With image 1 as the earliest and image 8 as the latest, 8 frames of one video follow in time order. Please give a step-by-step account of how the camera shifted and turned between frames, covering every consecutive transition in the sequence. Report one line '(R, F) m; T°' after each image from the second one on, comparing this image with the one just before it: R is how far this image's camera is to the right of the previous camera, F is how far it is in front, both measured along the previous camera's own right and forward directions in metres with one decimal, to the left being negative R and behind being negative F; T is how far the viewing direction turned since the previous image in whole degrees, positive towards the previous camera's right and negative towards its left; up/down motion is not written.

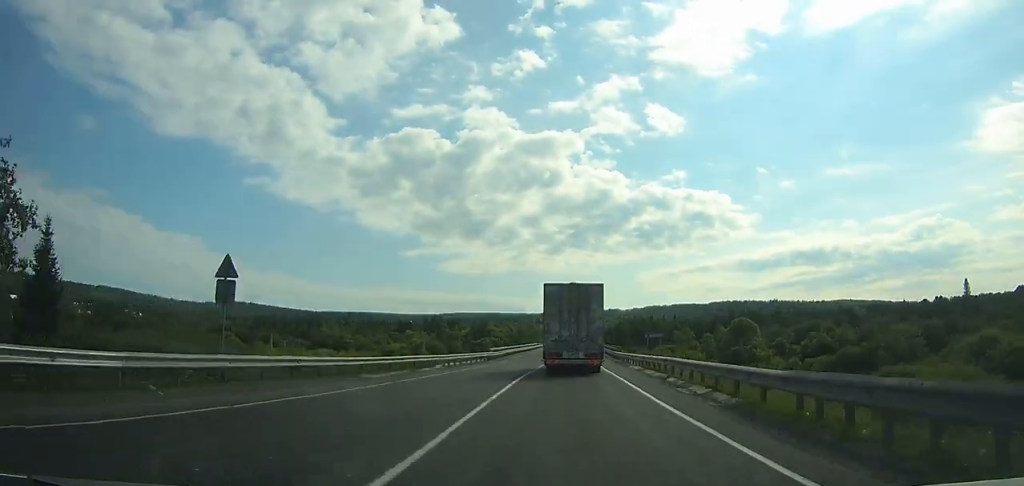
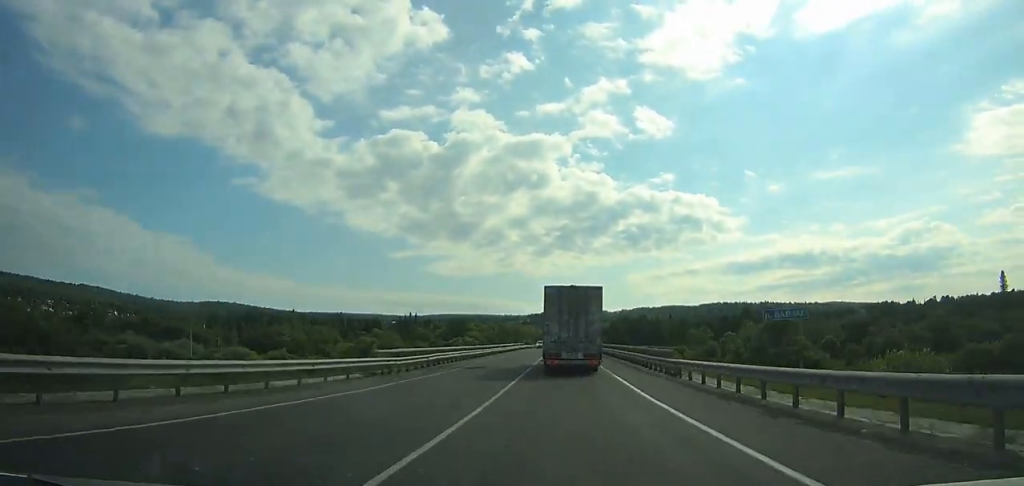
(+0.6, +34.6) m; +1°
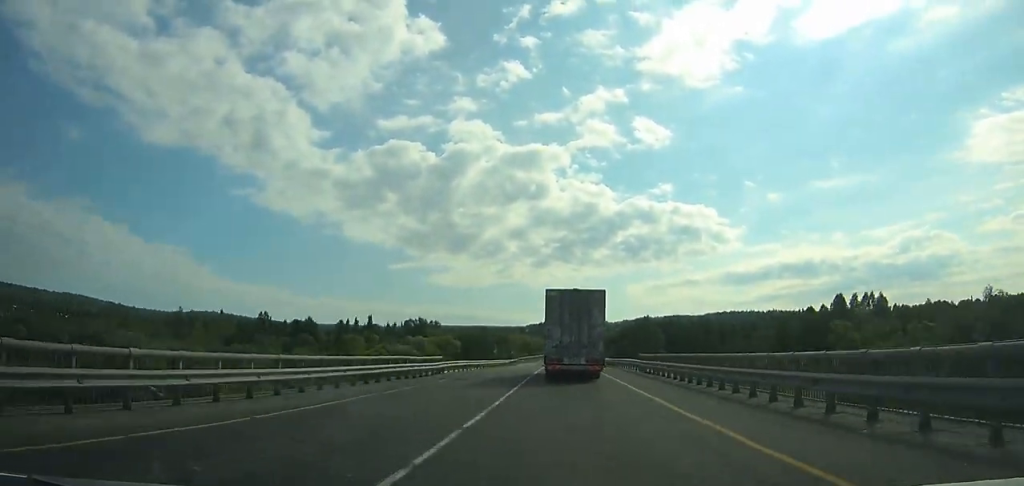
(+1.0, +78.8) m; +1°
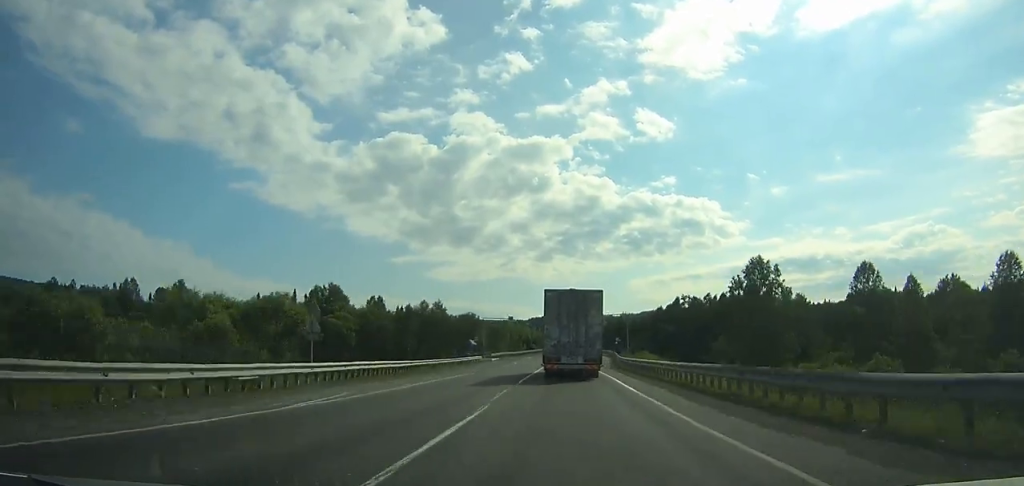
(0.0, +78.4) m; 0°
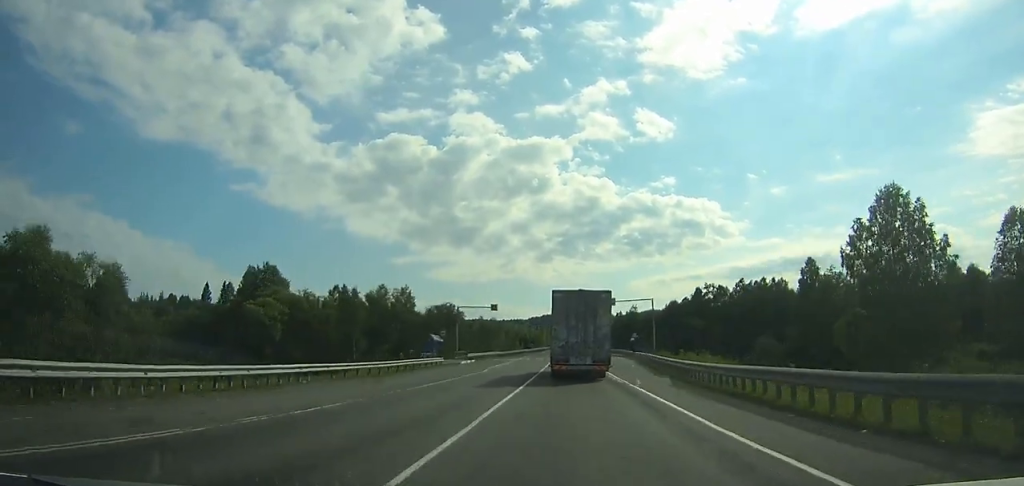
(0.0, +26.4) m; 0°
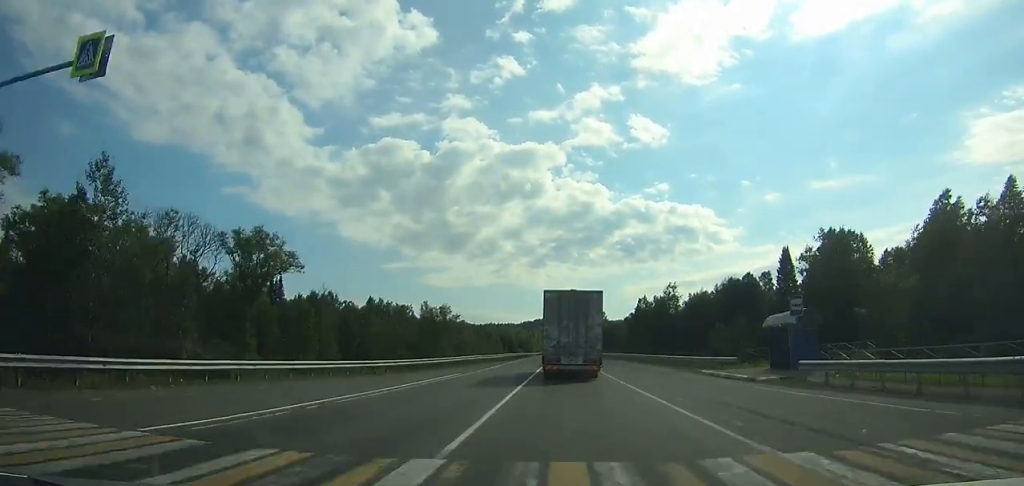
(+0.2, +67.3) m; 0°
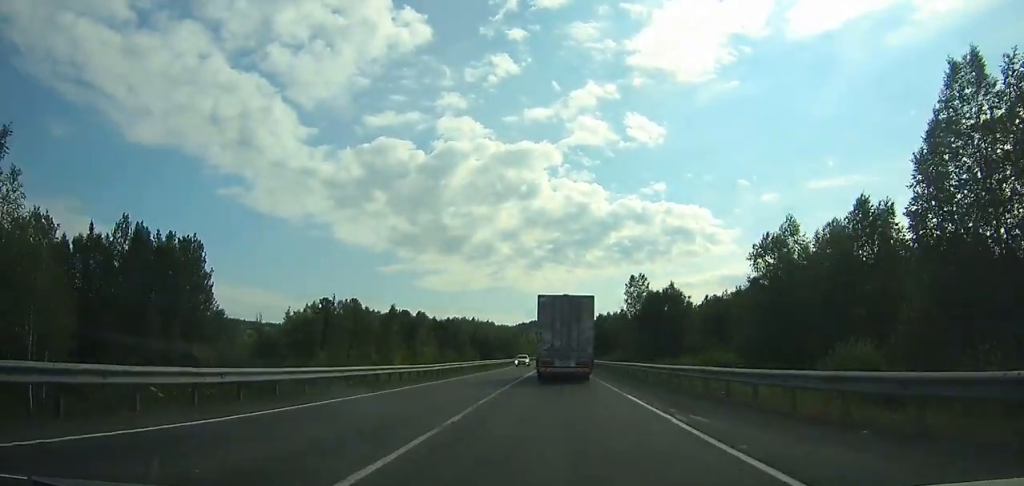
(+0.2, +102.4) m; 0°
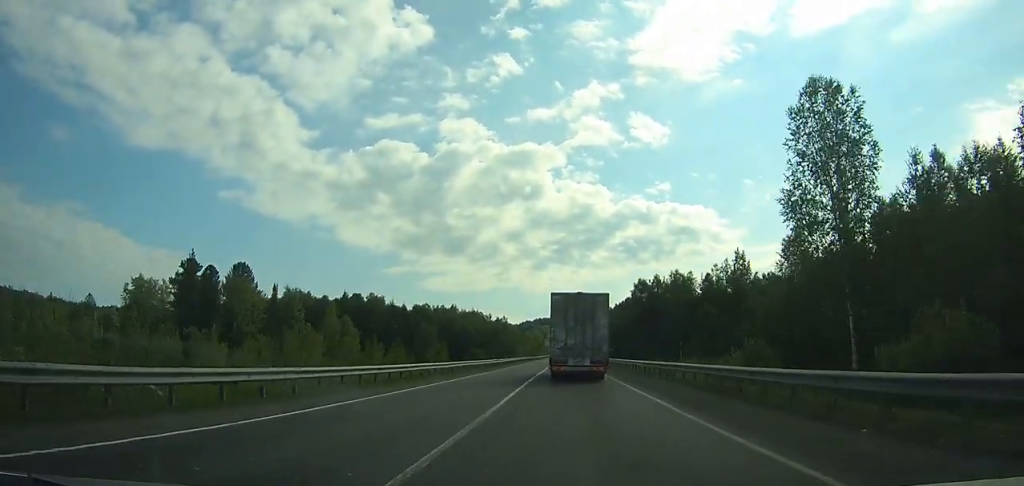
(-0.4, +71.4) m; 0°
